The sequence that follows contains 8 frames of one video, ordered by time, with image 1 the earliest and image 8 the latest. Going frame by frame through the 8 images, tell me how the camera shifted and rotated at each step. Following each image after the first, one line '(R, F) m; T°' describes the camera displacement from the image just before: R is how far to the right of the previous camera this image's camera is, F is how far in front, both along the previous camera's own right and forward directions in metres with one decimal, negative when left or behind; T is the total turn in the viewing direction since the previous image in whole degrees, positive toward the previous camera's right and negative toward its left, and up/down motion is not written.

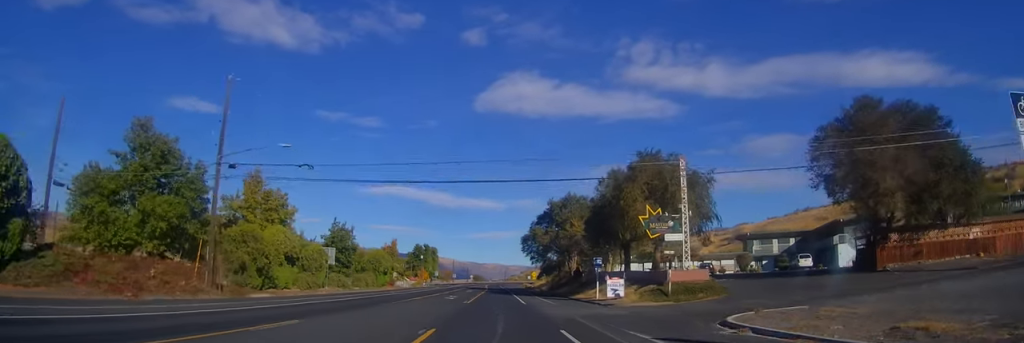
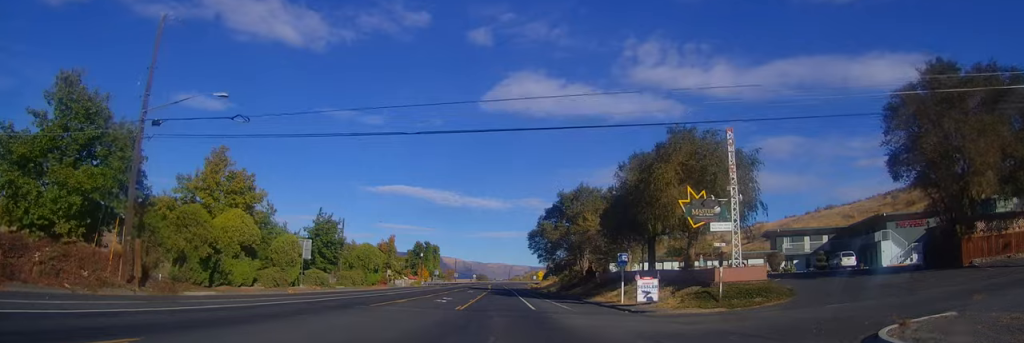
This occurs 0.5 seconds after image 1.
(-0.2, +7.8) m; 0°
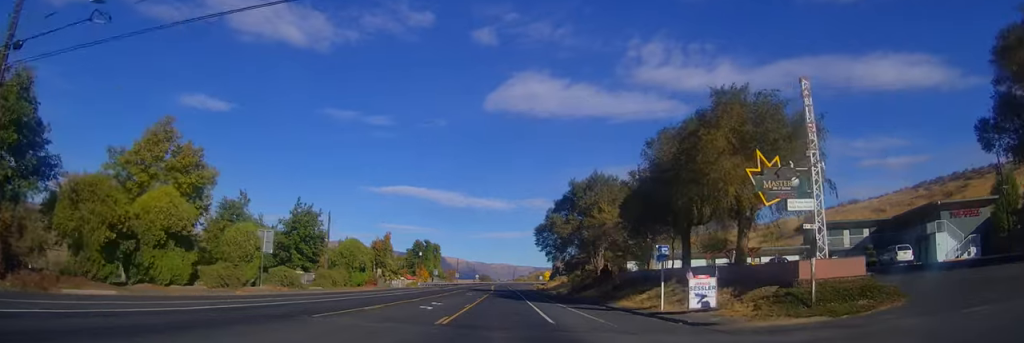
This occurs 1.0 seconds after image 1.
(+0.1, +8.5) m; 0°
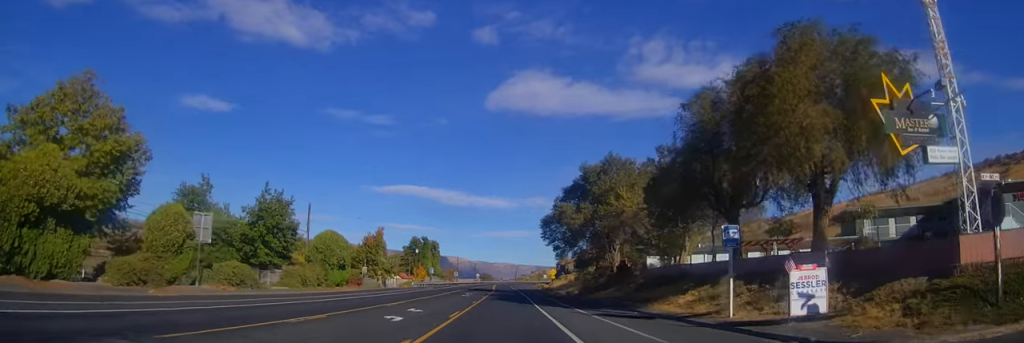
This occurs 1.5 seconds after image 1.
(+0.3, +8.5) m; -1°
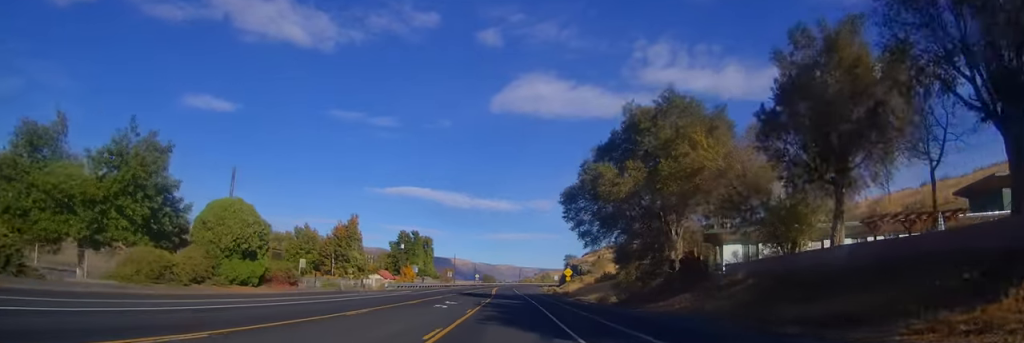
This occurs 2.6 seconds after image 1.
(-0.9, +20.1) m; -4°
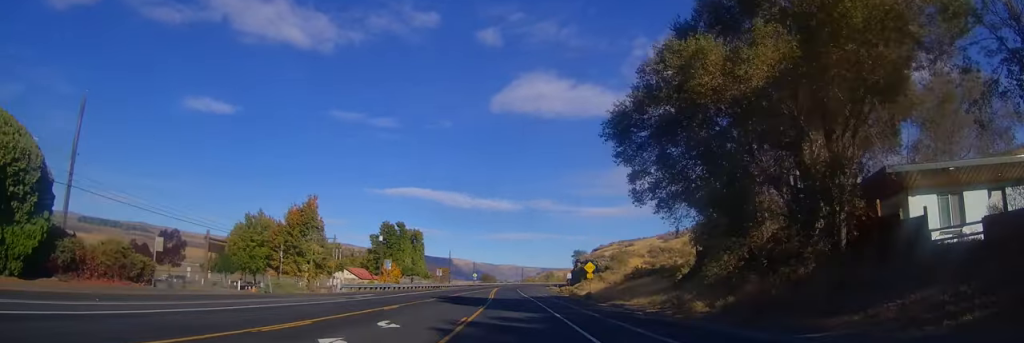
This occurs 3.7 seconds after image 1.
(0.0, +18.5) m; +2°
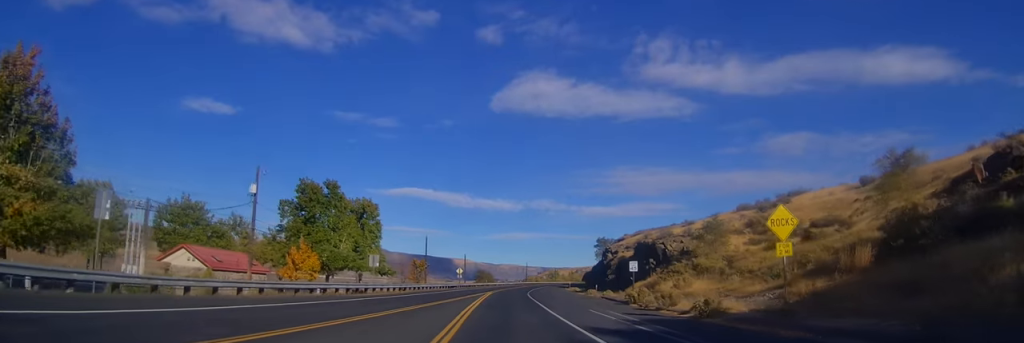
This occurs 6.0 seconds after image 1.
(+0.4, +43.6) m; 0°
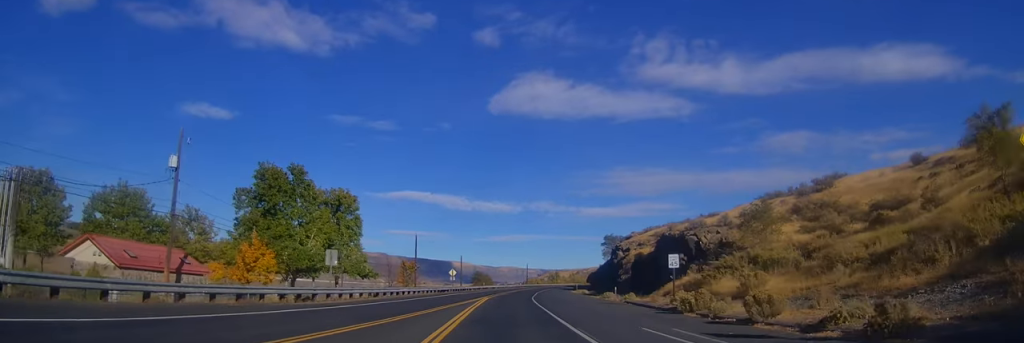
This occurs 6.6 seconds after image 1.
(+0.1, +10.9) m; +1°
